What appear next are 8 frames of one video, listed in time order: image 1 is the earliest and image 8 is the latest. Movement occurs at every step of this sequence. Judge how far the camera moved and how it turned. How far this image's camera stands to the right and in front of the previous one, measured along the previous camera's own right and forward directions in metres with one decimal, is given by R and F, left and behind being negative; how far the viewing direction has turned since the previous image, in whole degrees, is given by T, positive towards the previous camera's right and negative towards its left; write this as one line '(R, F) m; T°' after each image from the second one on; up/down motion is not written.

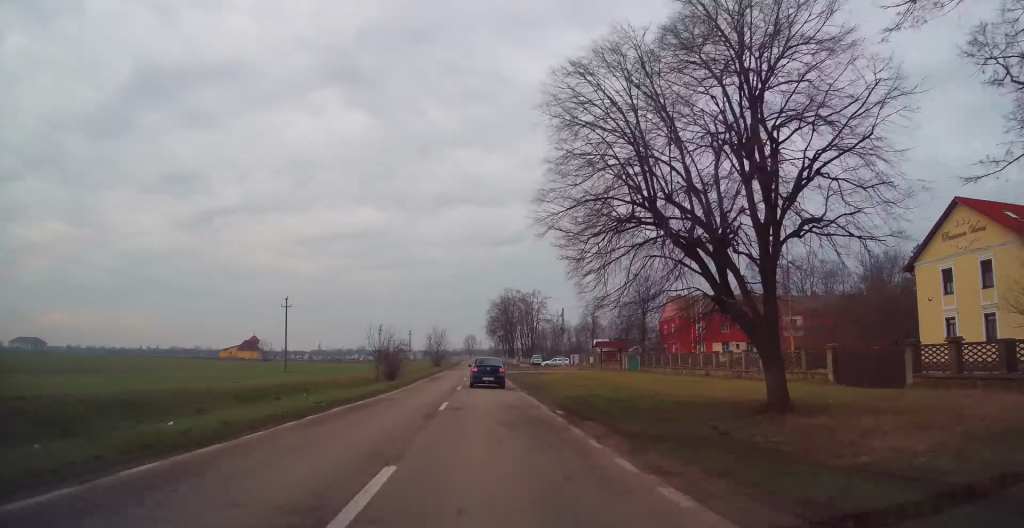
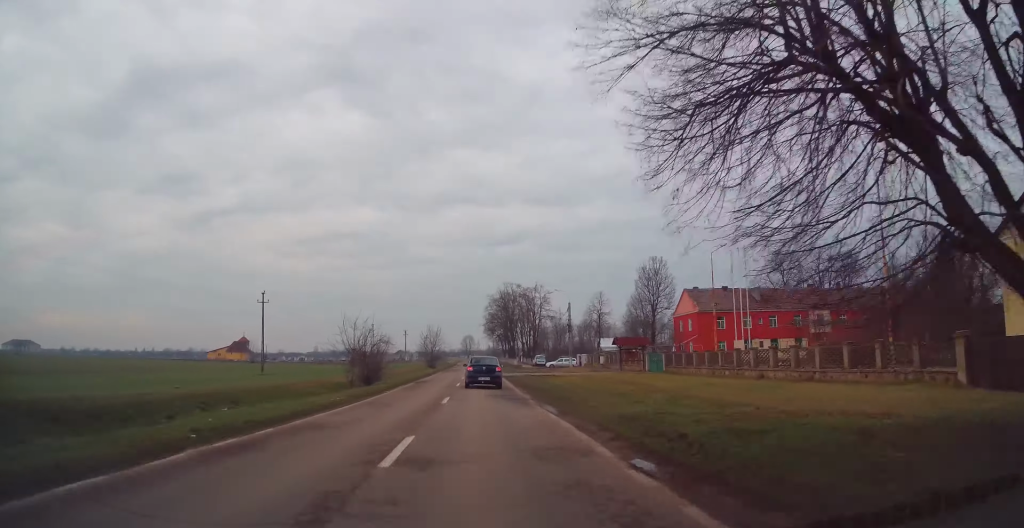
(0.0, +9.2) m; 0°
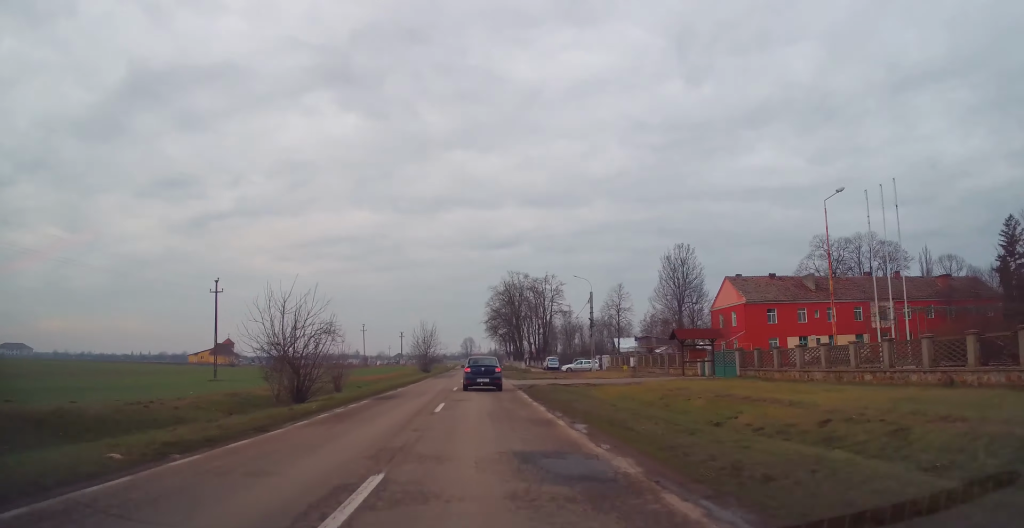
(0.0, +15.8) m; 0°
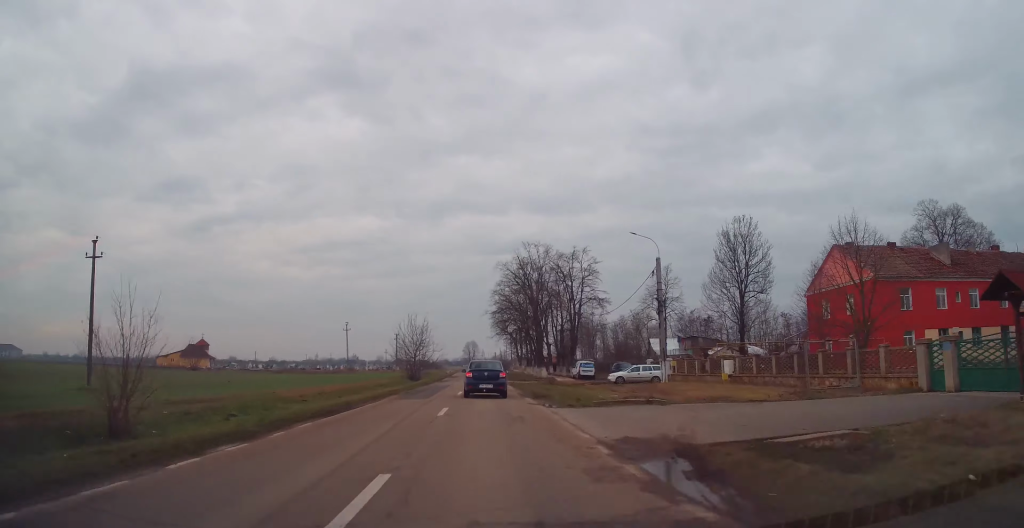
(-0.3, +24.7) m; -1°
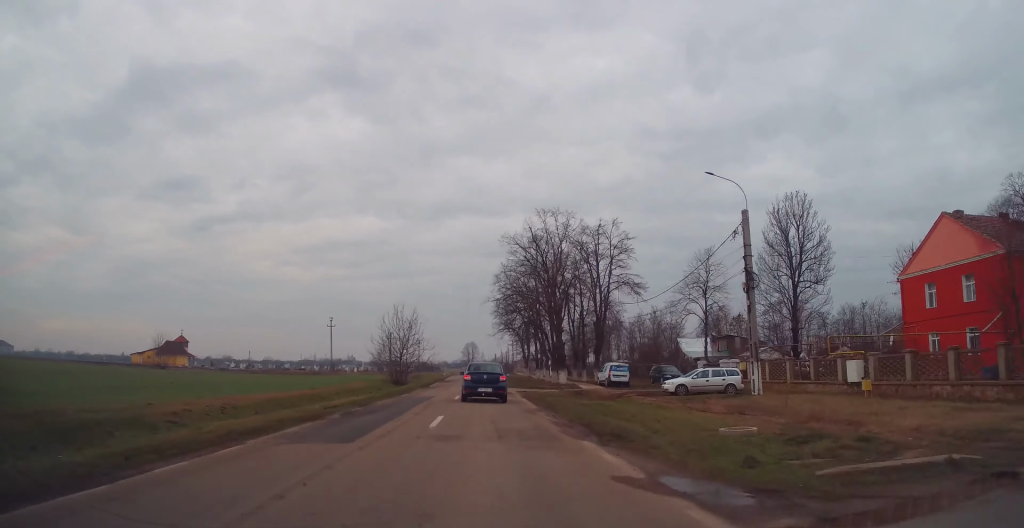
(-0.1, +14.1) m; 0°
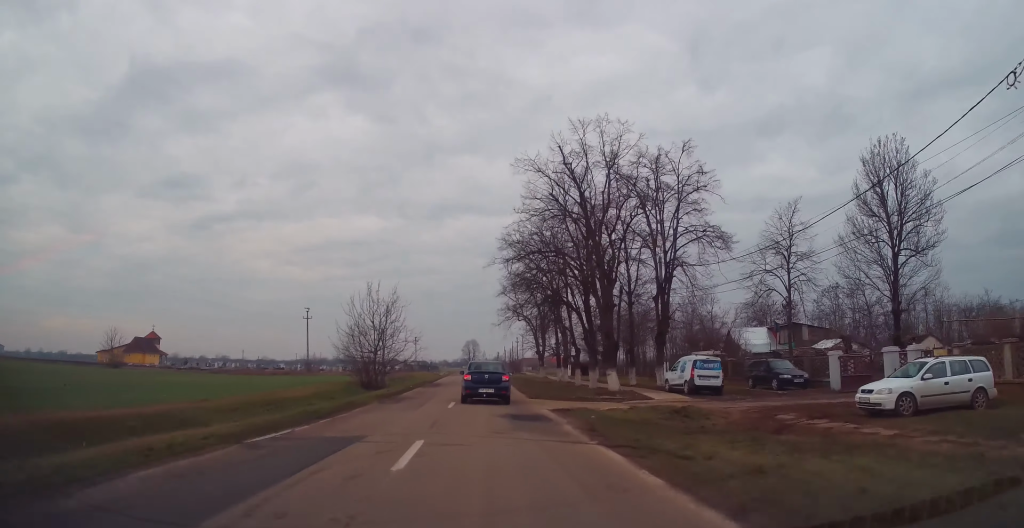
(+0.4, +18.2) m; +1°
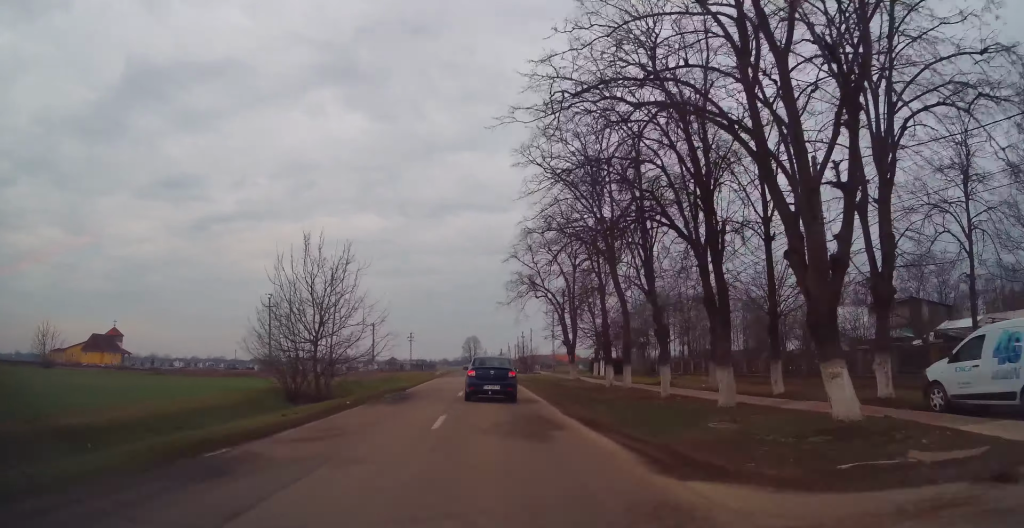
(-0.1, +20.0) m; -2°
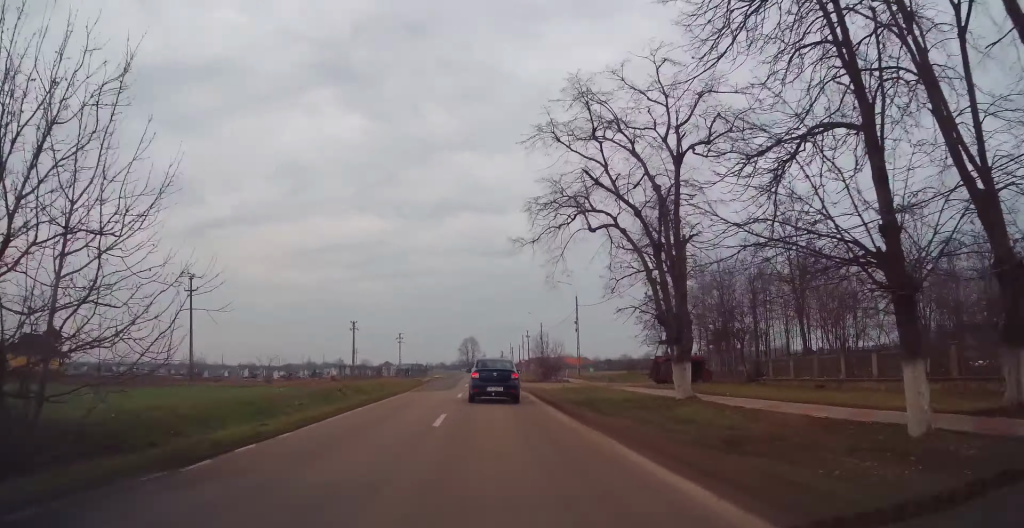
(-0.5, +25.0) m; +1°
